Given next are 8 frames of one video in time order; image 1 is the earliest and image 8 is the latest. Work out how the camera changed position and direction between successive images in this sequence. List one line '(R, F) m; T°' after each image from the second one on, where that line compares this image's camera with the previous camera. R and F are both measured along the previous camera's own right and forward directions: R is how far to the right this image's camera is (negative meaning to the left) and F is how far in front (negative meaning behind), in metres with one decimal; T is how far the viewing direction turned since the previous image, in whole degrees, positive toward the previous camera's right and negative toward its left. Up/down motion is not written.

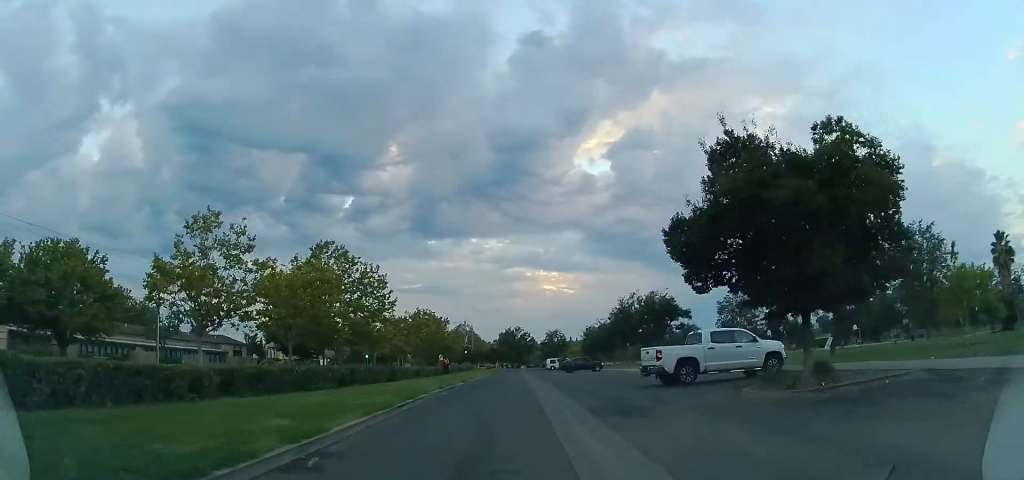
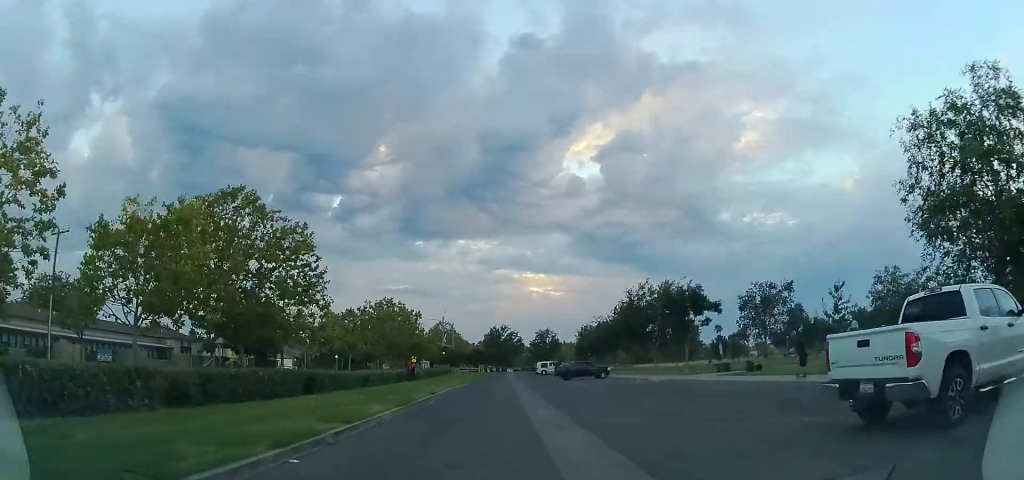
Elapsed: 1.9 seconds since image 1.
(0.0, +13.5) m; 0°
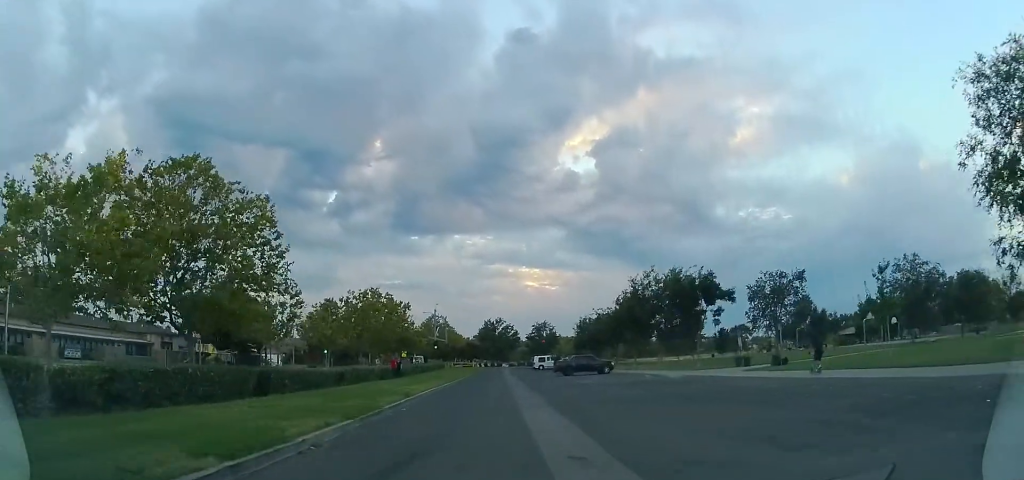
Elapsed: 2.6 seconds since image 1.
(0.0, +4.4) m; 0°
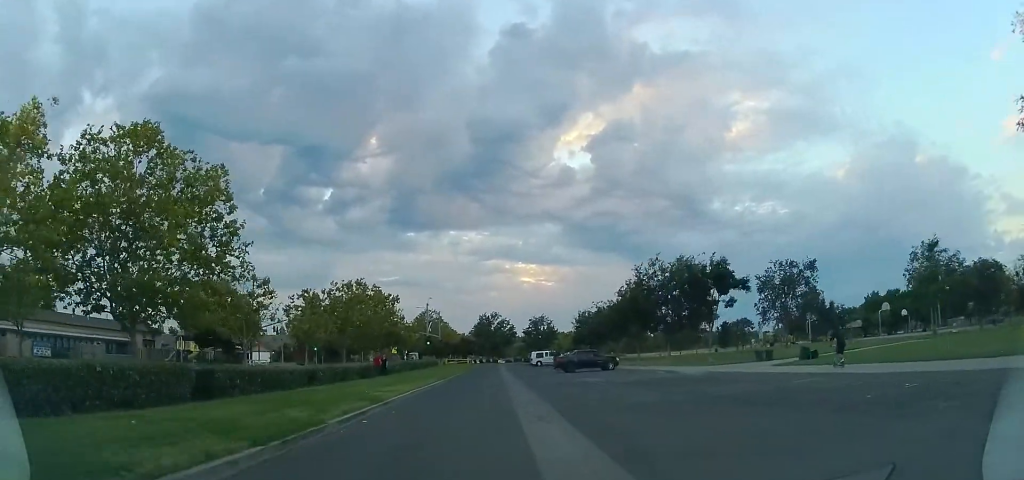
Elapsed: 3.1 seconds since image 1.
(0.0, +3.7) m; 0°
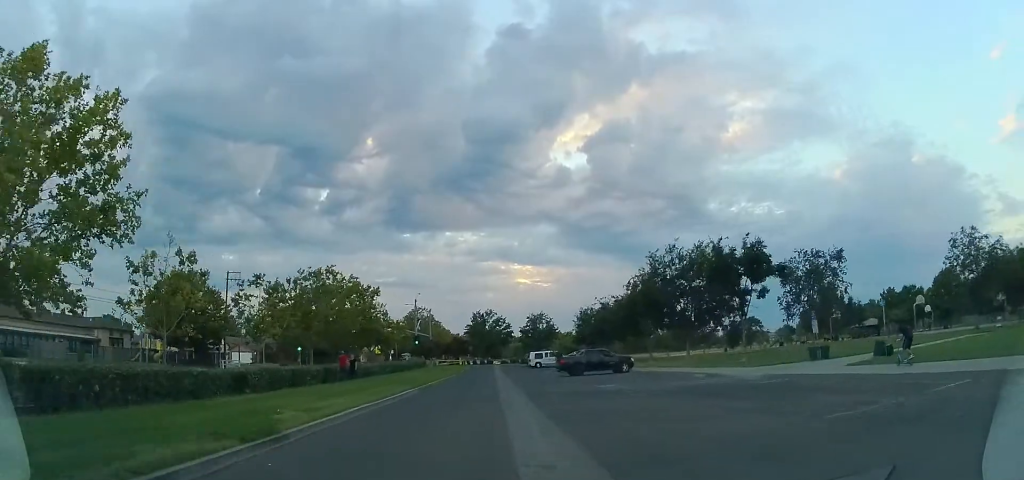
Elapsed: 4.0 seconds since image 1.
(0.0, +6.7) m; +3°
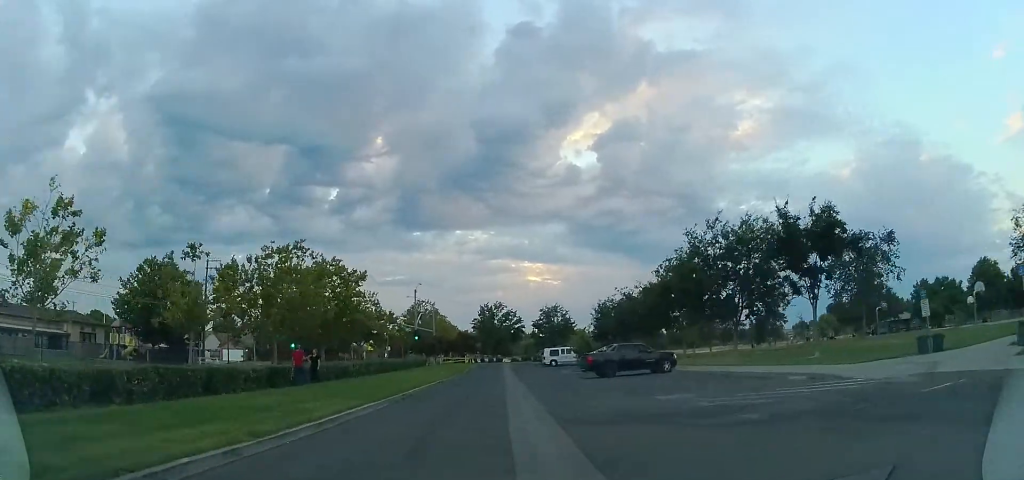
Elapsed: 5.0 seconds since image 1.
(+0.3, +7.8) m; +1°
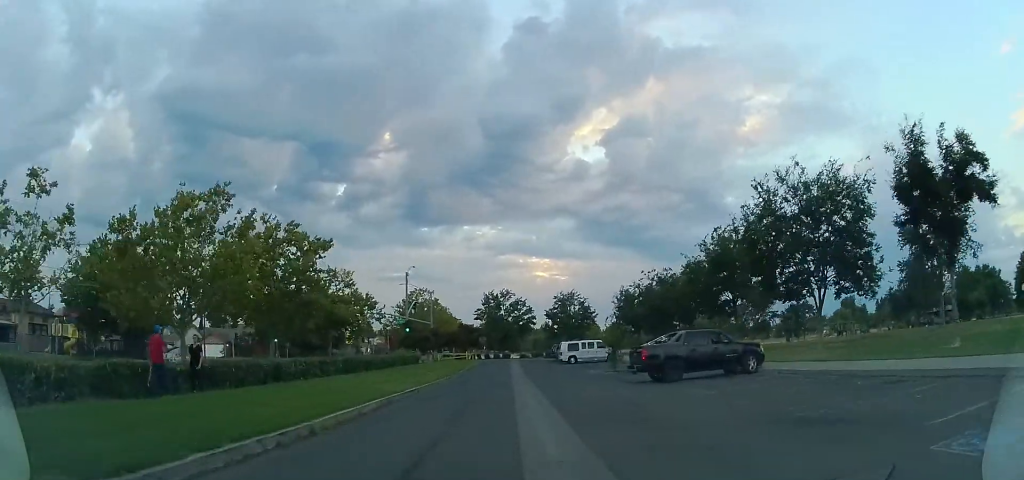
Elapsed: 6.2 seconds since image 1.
(-0.3, +10.2) m; -3°
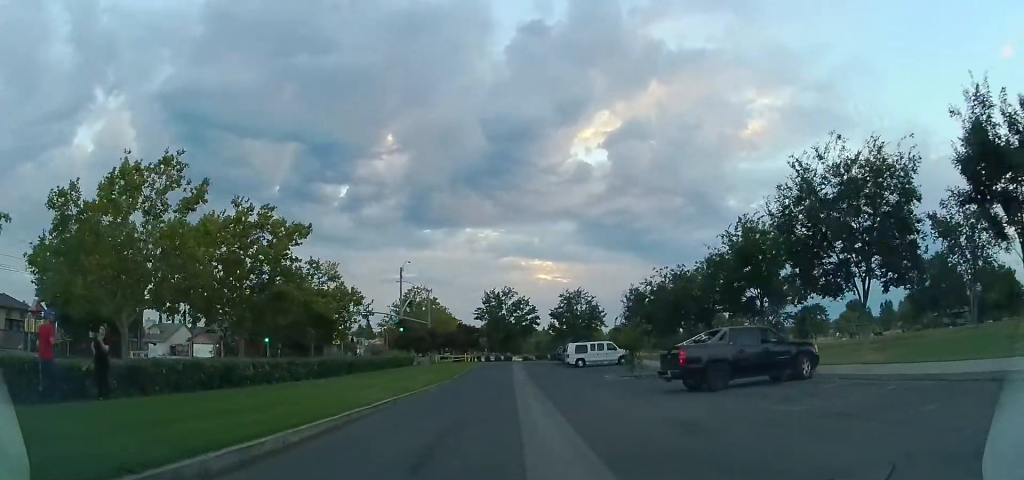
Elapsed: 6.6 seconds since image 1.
(0.0, +4.1) m; 0°
